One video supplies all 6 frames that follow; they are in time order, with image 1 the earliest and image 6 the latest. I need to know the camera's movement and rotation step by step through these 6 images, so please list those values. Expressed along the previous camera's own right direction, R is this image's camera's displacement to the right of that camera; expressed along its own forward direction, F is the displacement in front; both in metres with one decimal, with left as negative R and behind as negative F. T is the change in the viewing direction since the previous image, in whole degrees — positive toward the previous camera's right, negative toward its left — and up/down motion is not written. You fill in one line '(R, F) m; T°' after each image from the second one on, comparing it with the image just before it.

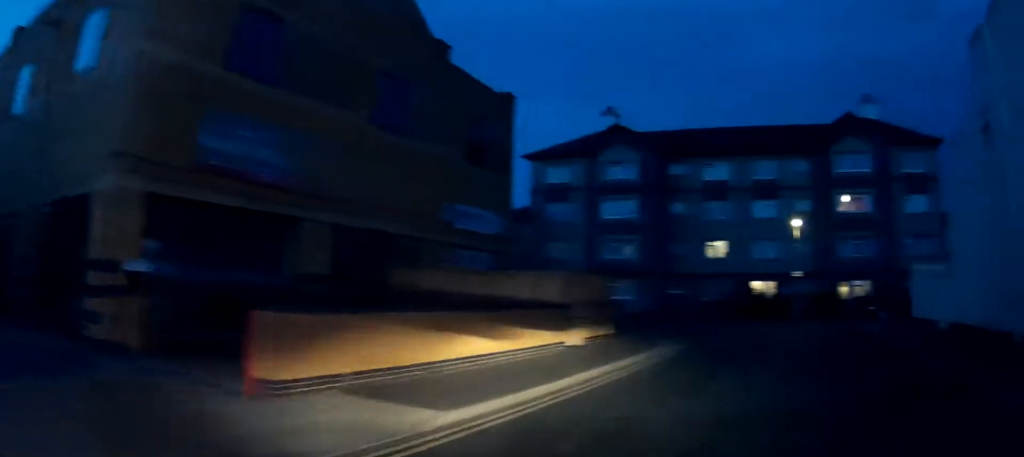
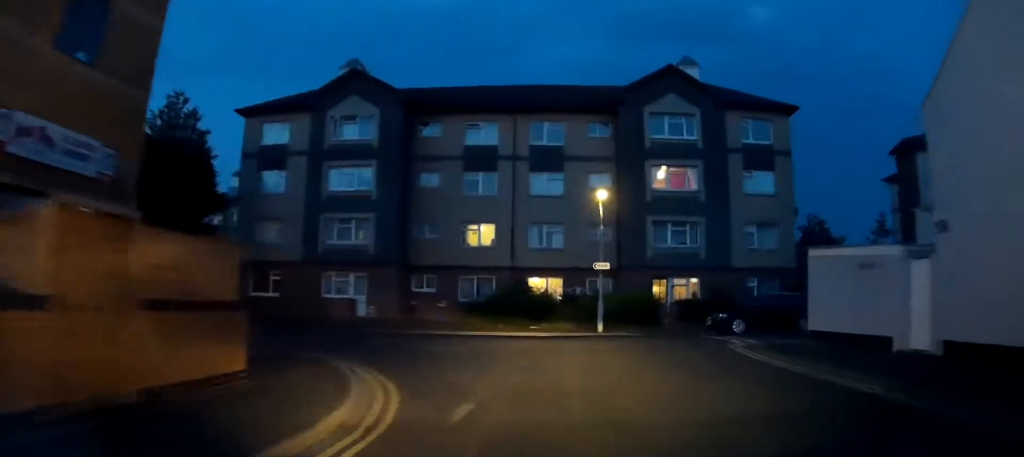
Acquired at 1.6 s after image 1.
(+3.4, +9.1) m; +23°
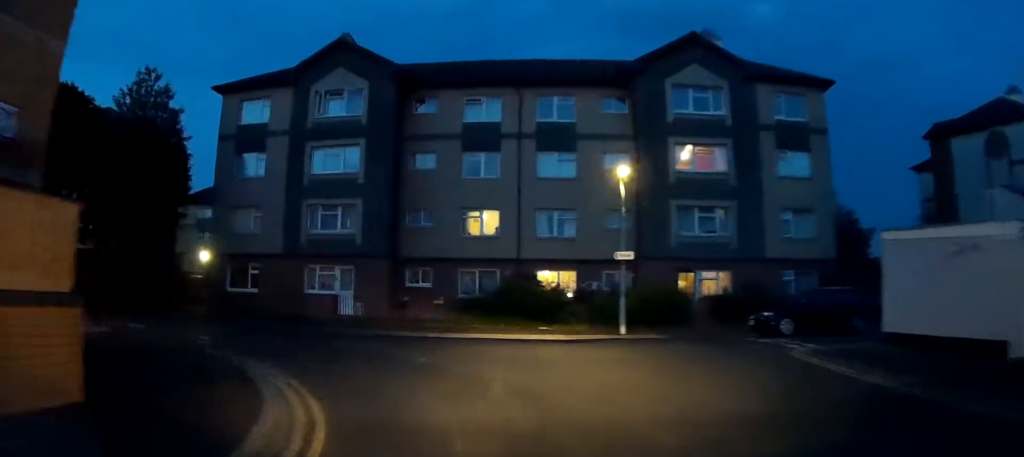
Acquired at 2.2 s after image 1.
(+0.1, +3.4) m; -3°
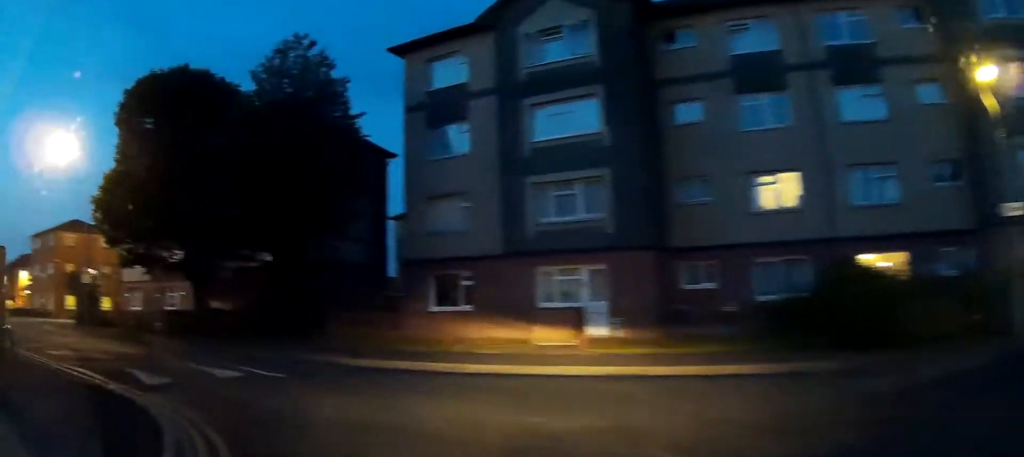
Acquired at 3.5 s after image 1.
(-1.2, +8.1) m; -23°
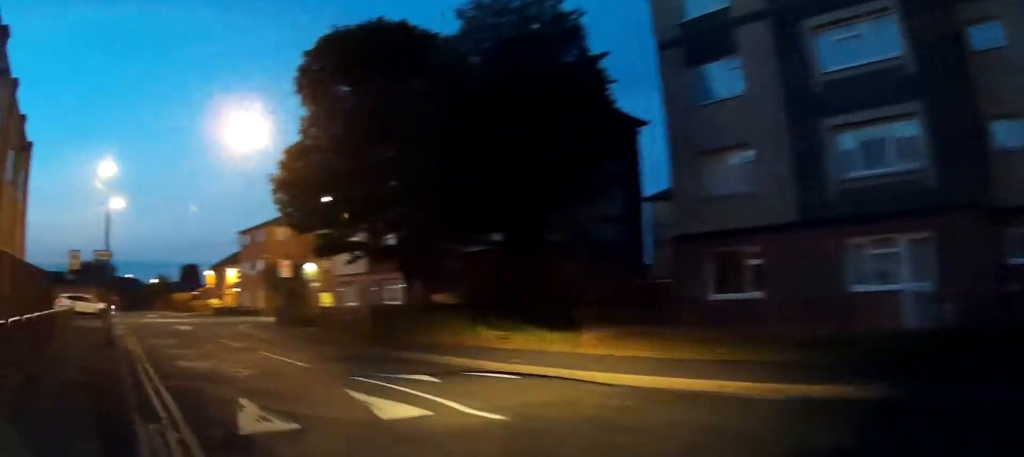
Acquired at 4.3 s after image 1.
(-0.8, +4.9) m; -25°
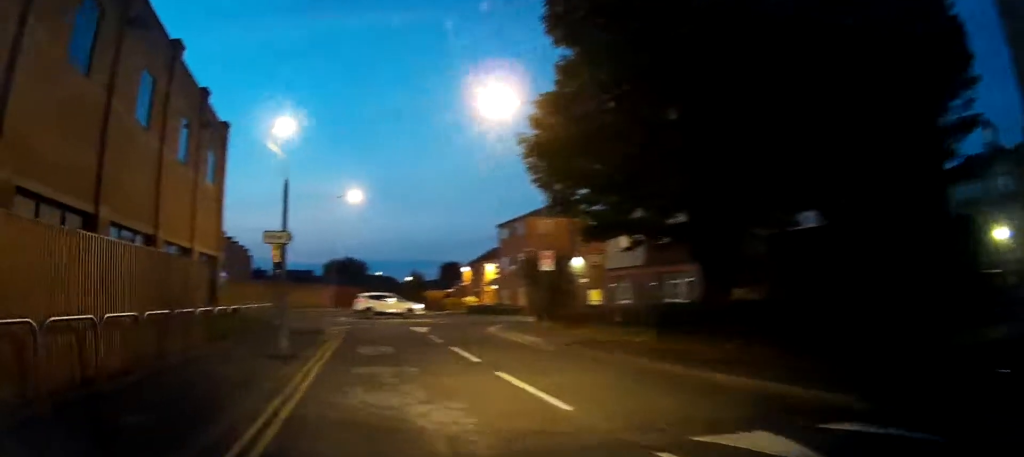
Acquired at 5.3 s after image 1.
(-1.4, +4.7) m; -21°
